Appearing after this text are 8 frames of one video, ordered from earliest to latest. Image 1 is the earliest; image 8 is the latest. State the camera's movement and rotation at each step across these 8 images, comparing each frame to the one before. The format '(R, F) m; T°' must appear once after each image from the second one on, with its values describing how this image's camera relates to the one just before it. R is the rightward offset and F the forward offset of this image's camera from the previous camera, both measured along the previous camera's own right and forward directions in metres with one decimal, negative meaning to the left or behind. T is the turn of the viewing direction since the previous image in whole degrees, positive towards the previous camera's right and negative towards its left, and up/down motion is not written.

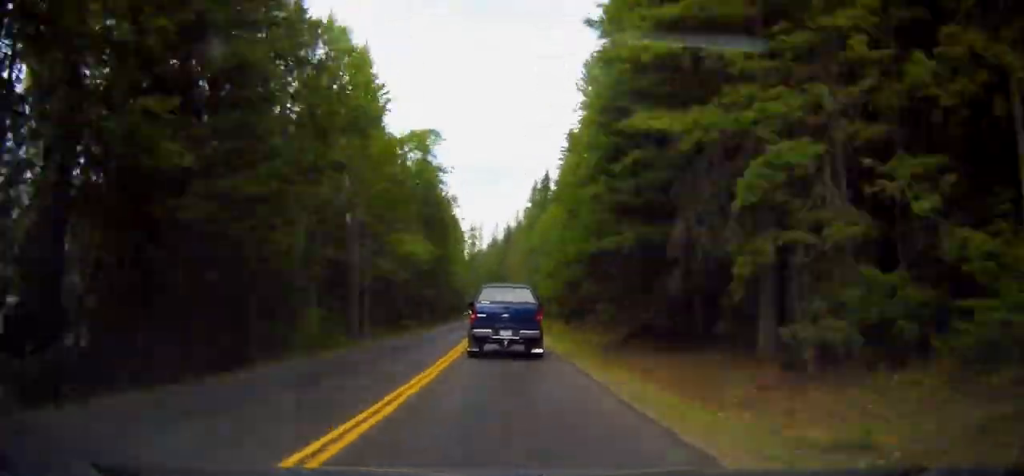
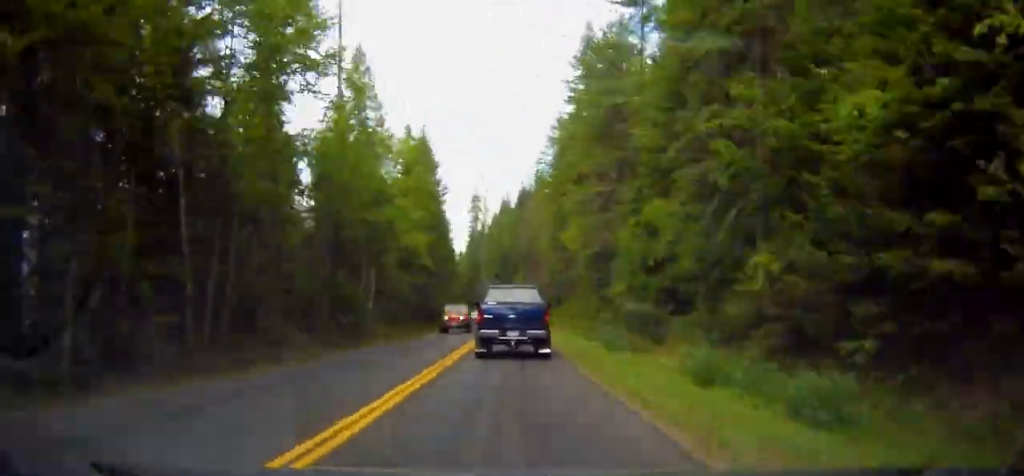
(+0.1, +68.0) m; -3°
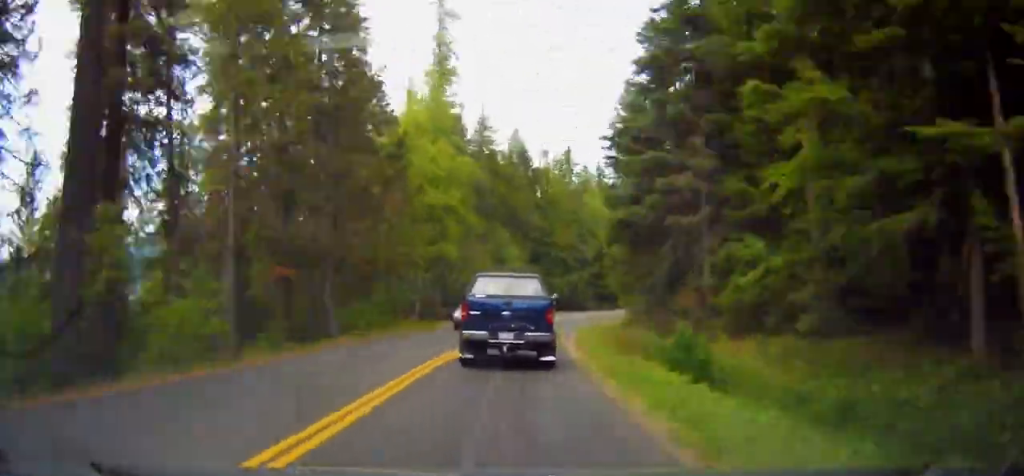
(-5.9, +156.8) m; +5°
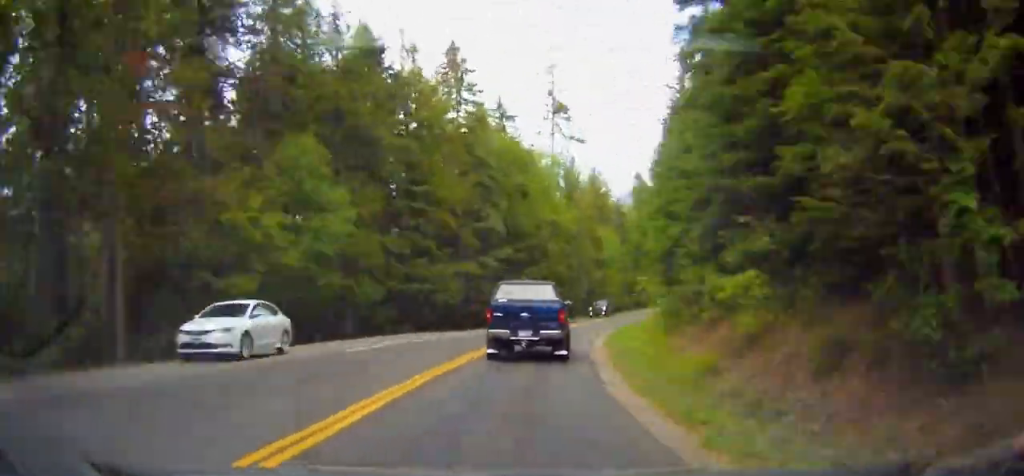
(+2.5, +44.6) m; +6°
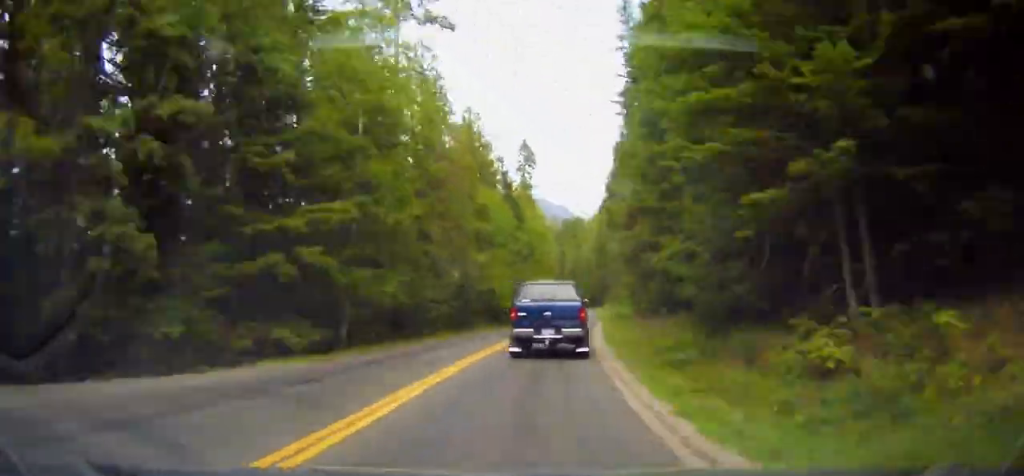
(+1.5, +37.9) m; +3°
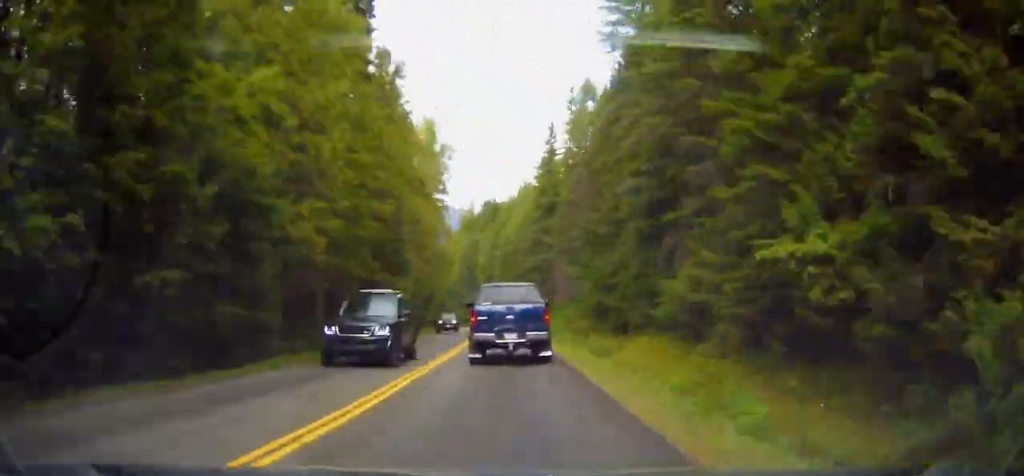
(+8.6, +79.0) m; +1°
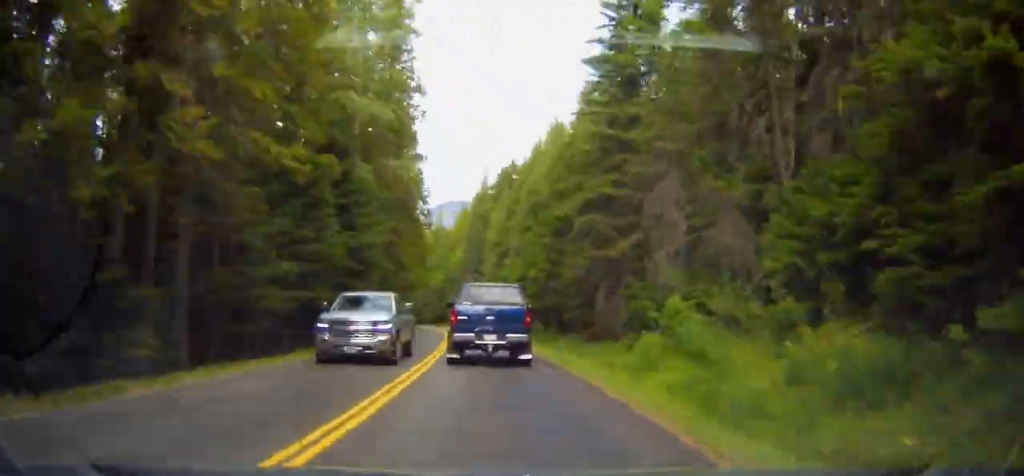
(-3.4, +38.7) m; -3°
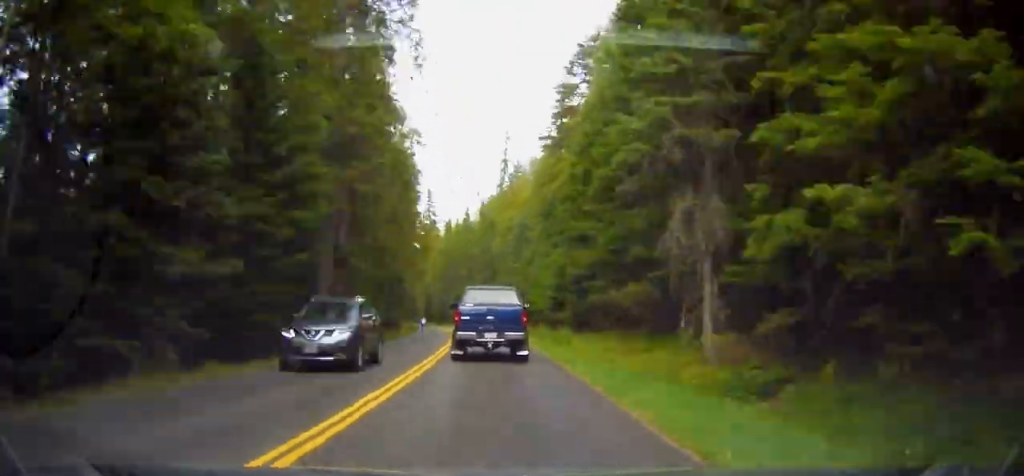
(-11.2, +141.6) m; -12°
